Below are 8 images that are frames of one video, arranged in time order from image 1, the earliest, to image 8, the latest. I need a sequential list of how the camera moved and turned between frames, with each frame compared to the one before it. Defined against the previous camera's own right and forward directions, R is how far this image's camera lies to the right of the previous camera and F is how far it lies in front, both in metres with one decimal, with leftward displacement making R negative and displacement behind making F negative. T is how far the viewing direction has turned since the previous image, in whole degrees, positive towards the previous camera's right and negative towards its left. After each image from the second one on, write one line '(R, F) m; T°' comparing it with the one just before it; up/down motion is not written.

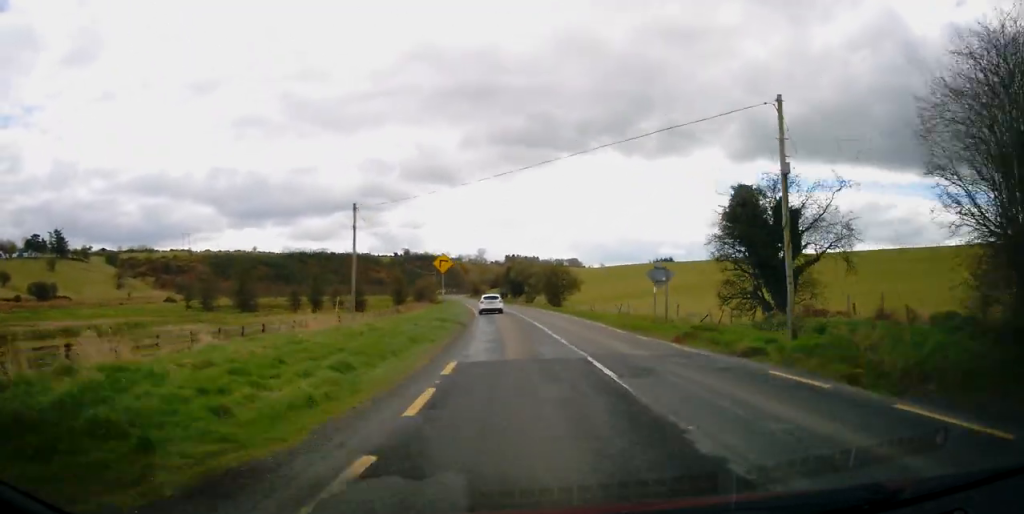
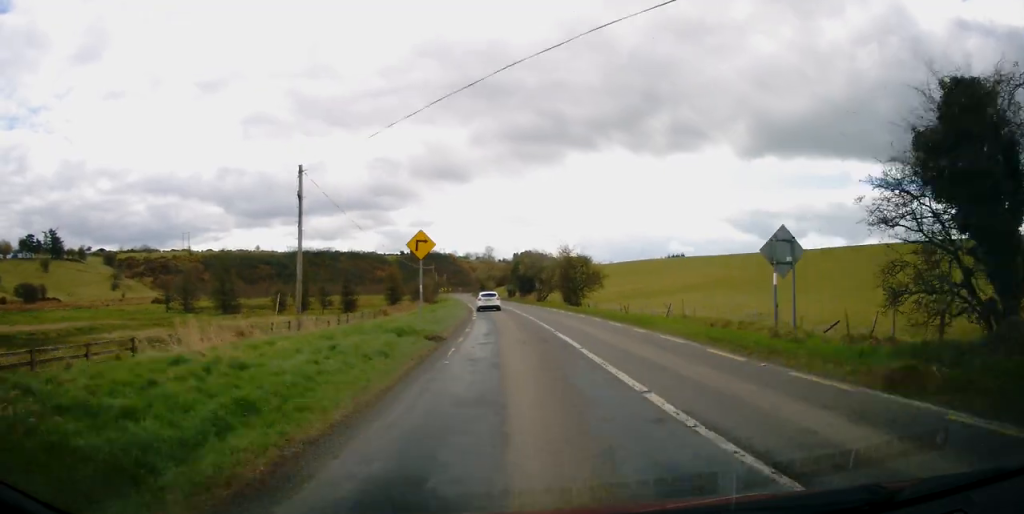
(-0.2, +11.0) m; -1°
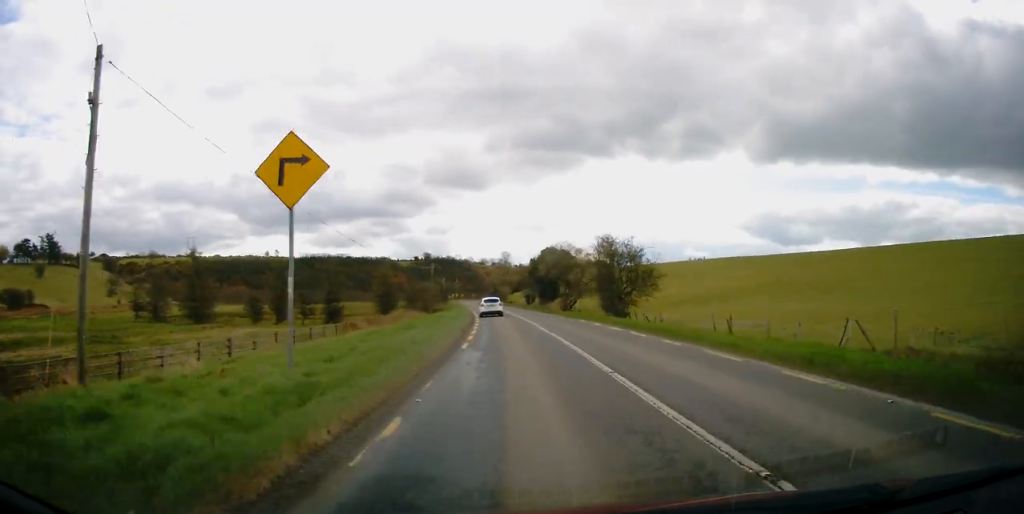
(-0.1, +15.6) m; -1°
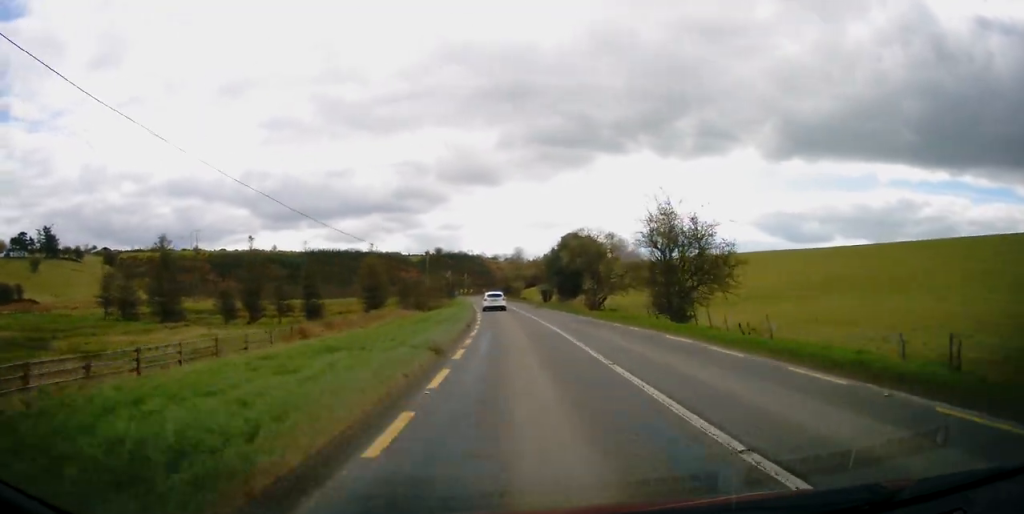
(+0.1, +11.8) m; -1°
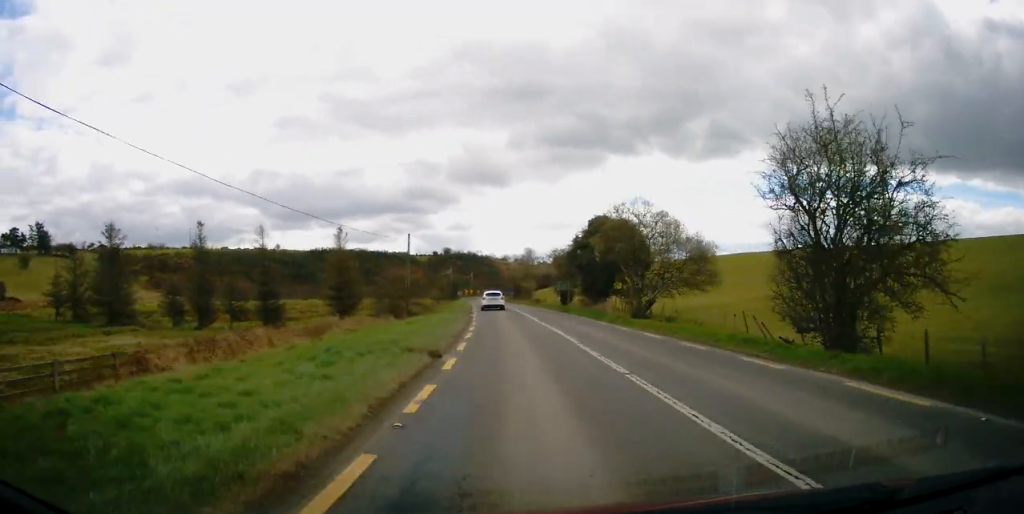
(-0.4, +13.9) m; -2°
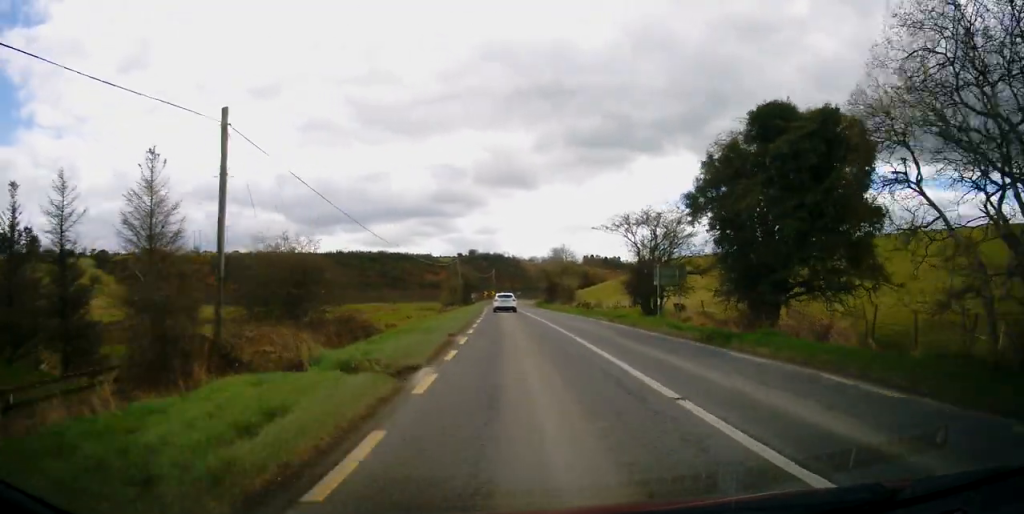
(-0.6, +27.4) m; -2°
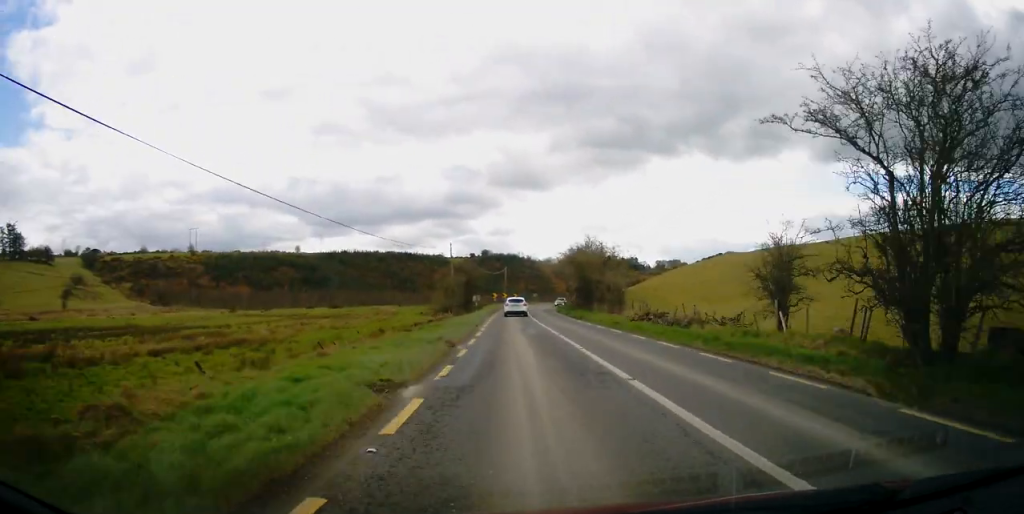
(-0.1, +22.2) m; -1°
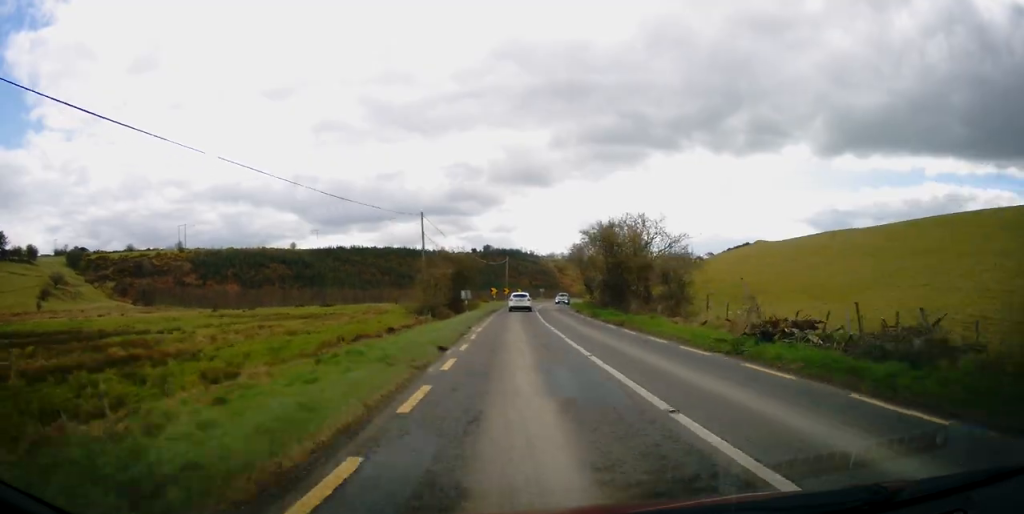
(-0.2, +15.4) m; -1°
